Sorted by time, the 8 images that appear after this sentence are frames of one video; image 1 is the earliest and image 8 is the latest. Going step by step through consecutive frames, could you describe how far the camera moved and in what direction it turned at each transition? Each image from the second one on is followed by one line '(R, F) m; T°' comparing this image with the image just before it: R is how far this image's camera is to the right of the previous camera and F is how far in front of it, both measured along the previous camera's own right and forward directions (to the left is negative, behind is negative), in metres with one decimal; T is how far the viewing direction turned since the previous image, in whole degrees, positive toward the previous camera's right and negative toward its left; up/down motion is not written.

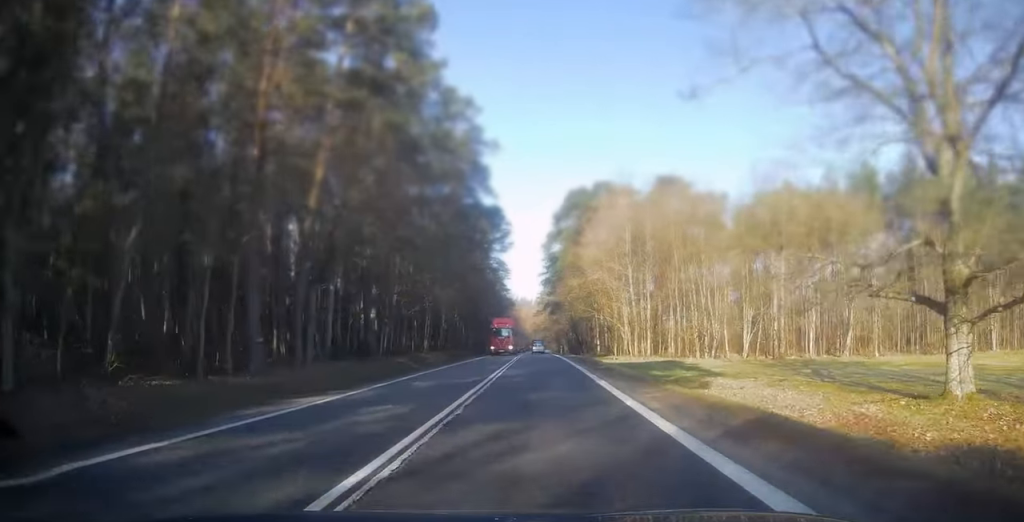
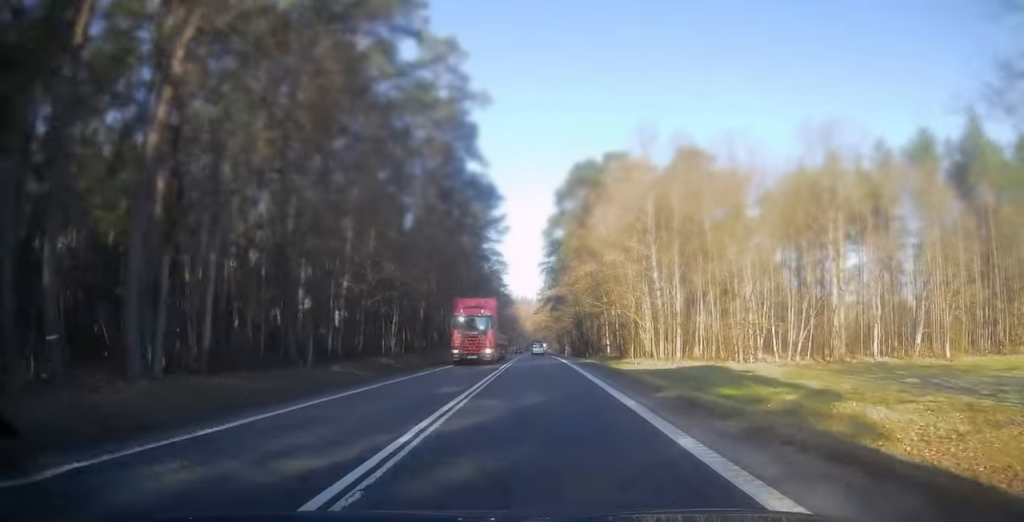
(-0.3, +14.1) m; 0°
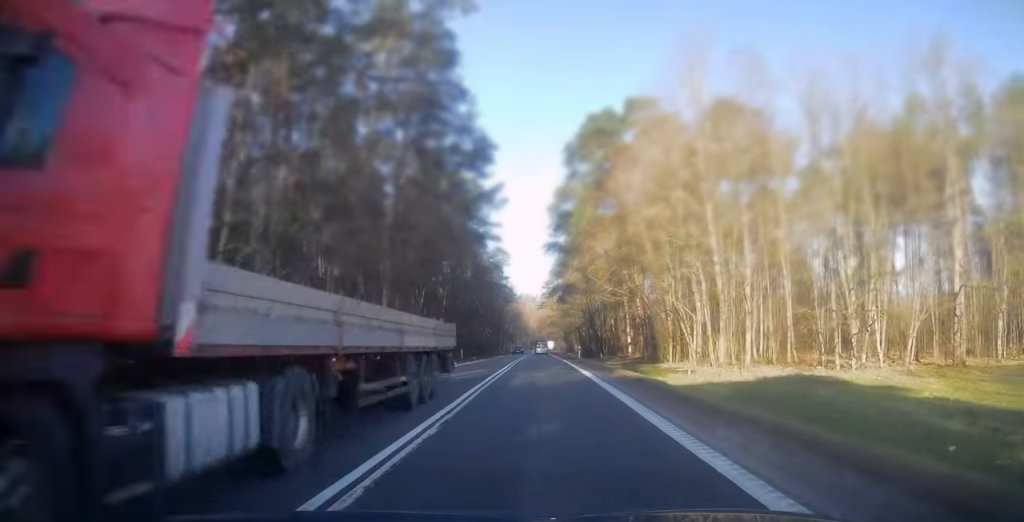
(0.0, +17.1) m; 0°
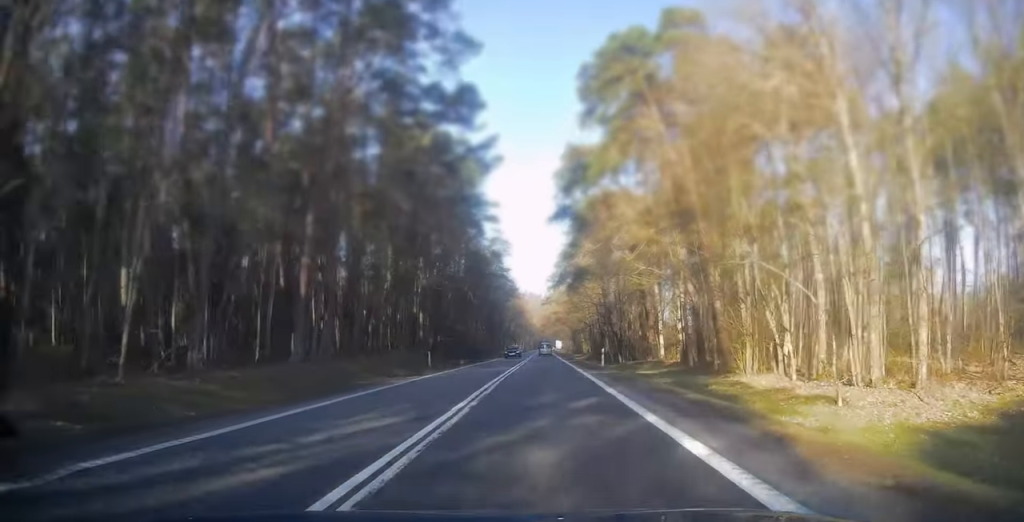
(+0.1, +17.5) m; 0°
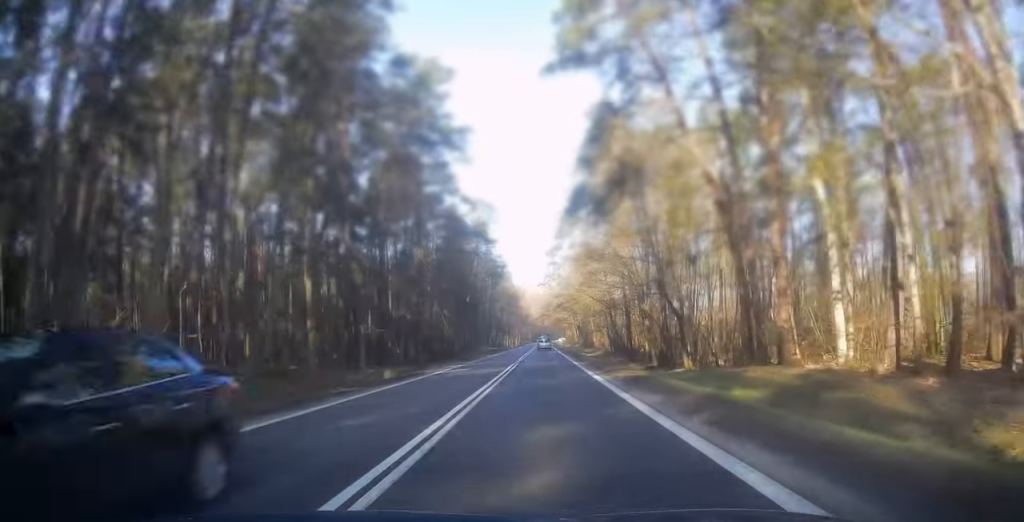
(-0.2, +35.7) m; 0°
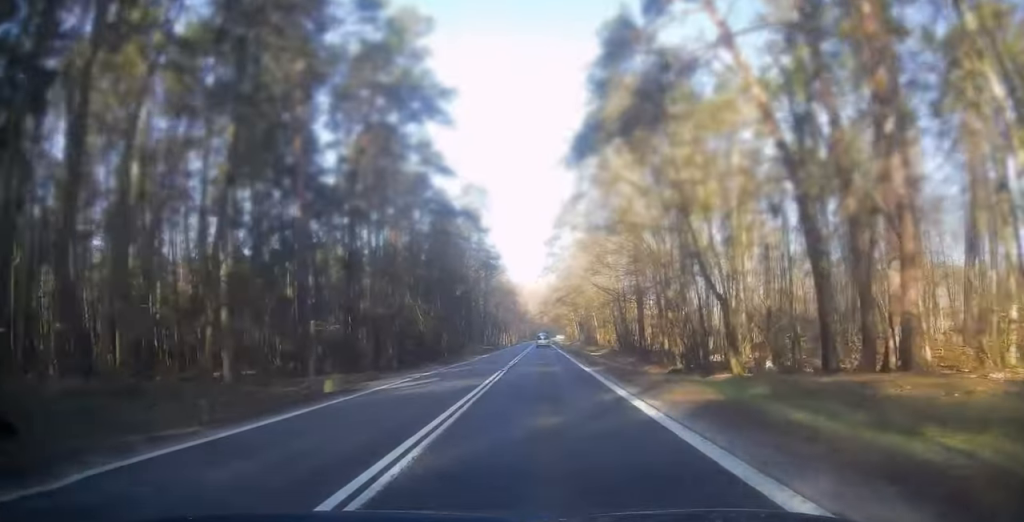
(0.0, +9.7) m; 0°
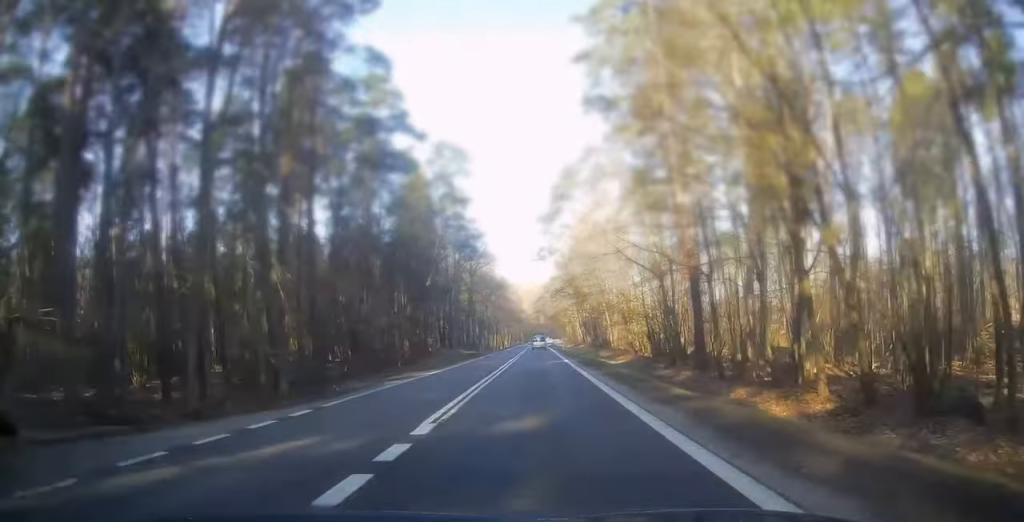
(-0.1, +21.3) m; -1°
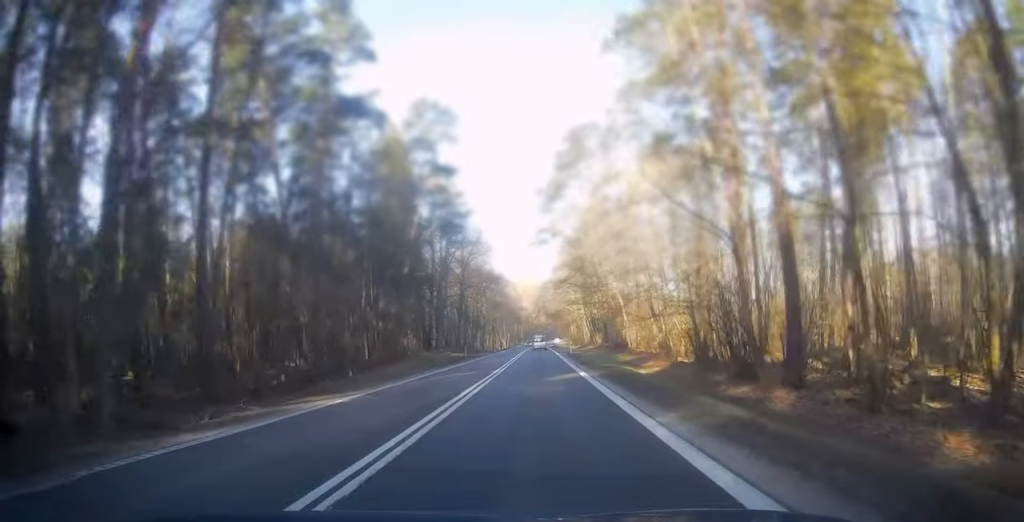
(-0.1, +13.1) m; 0°
